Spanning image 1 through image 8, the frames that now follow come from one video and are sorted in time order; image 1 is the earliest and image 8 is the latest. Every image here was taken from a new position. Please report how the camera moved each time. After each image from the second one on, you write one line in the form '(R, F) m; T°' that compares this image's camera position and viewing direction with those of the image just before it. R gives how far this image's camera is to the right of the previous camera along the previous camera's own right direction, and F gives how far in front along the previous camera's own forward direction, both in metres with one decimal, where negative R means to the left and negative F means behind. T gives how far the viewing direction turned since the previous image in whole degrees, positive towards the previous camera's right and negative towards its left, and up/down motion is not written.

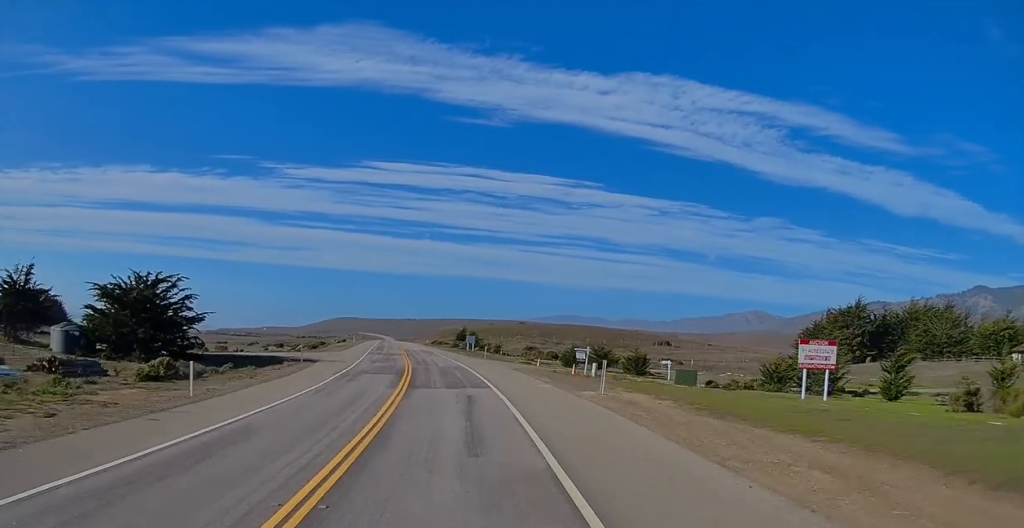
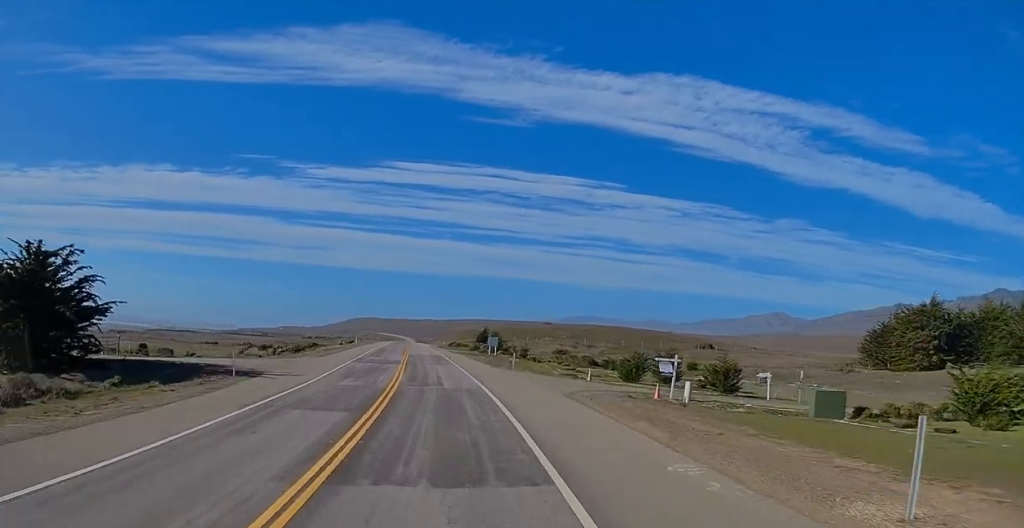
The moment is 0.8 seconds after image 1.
(-0.1, +17.7) m; 0°
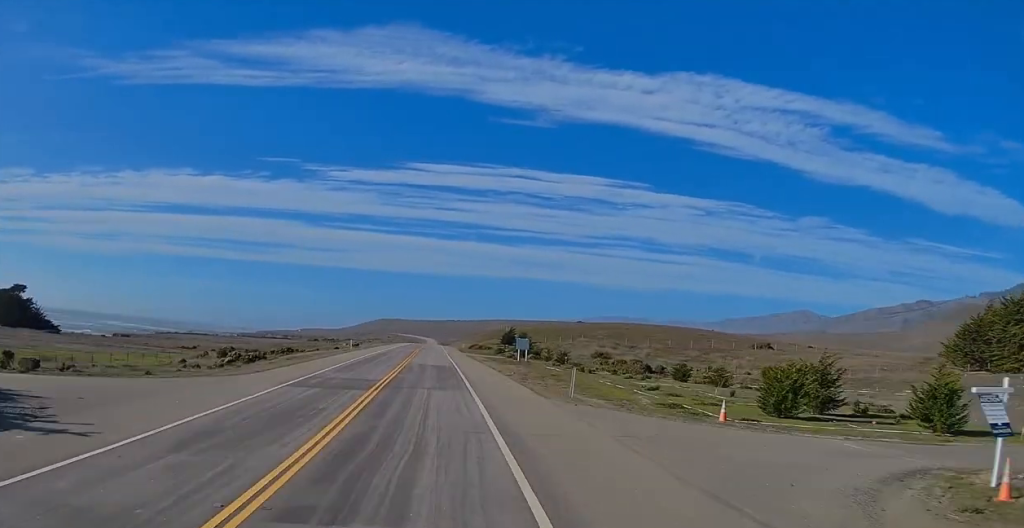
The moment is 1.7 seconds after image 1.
(0.0, +19.6) m; 0°
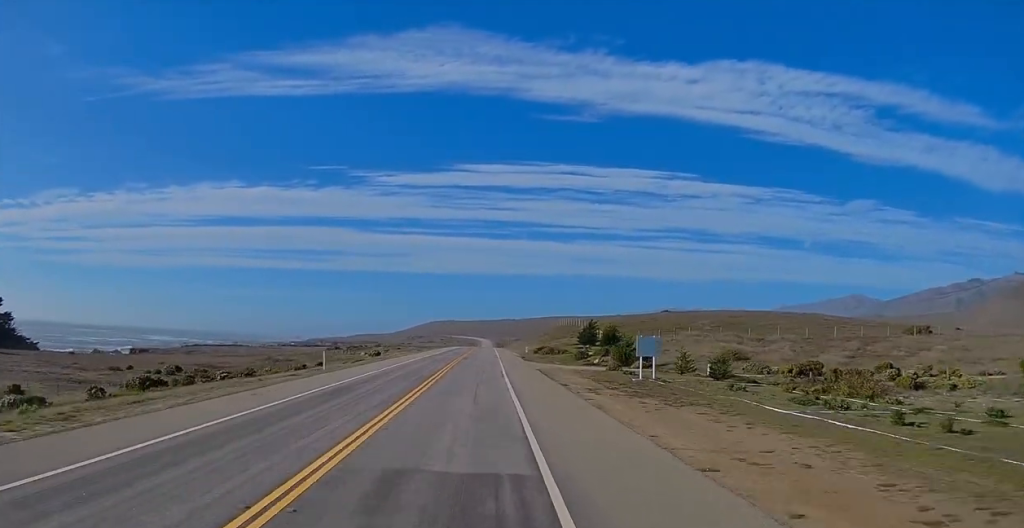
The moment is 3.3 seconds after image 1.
(-0.1, +37.3) m; -4°
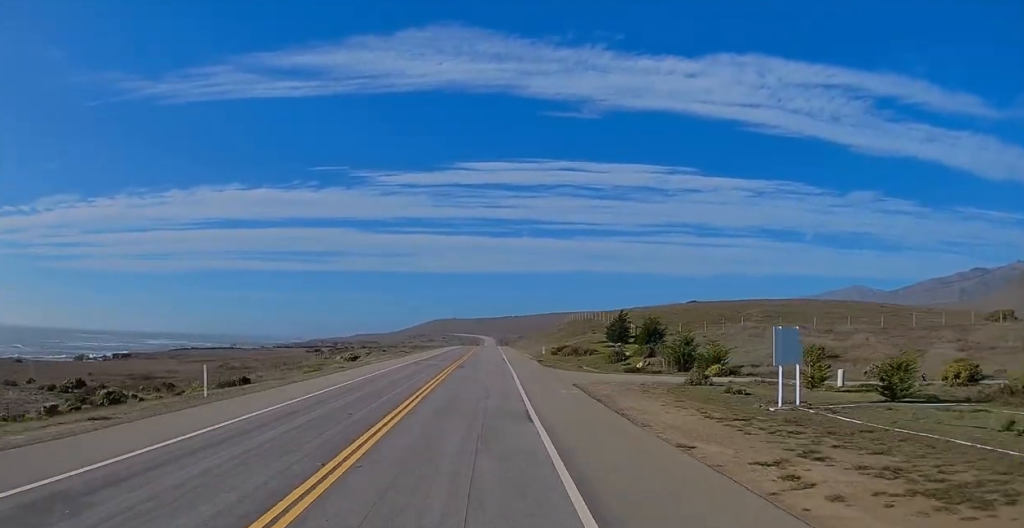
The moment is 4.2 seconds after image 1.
(-1.2, +19.1) m; -2°
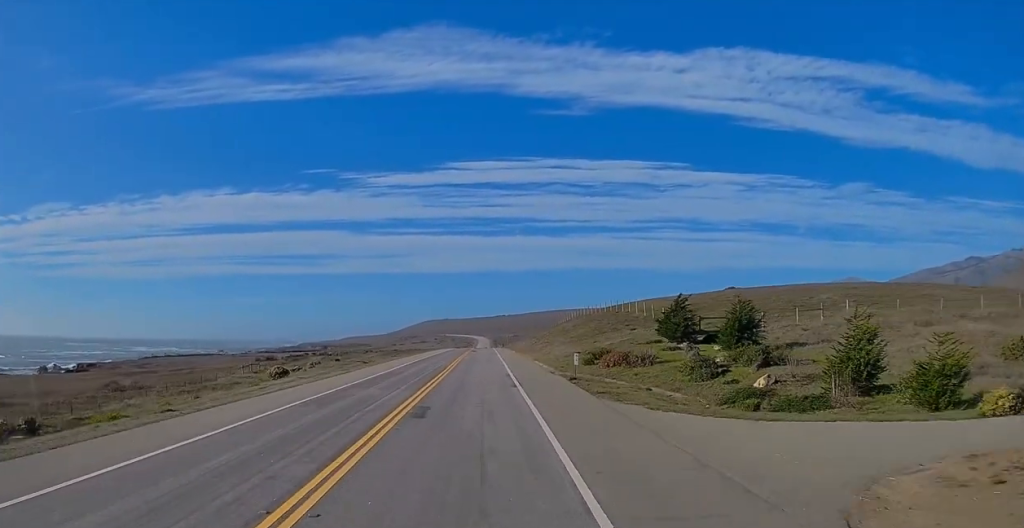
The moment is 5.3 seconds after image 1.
(-0.2, +24.9) m; 0°
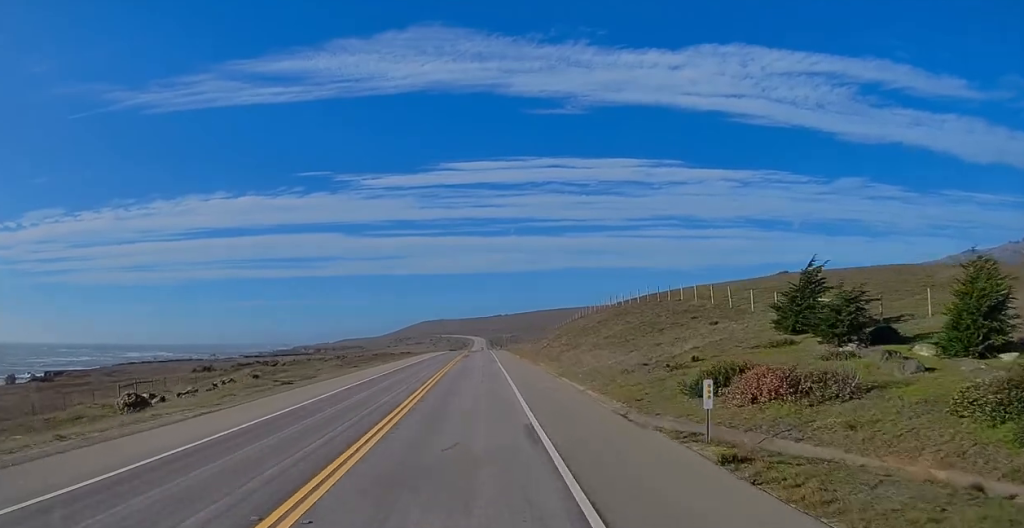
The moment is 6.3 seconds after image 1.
(+0.1, +23.1) m; 0°
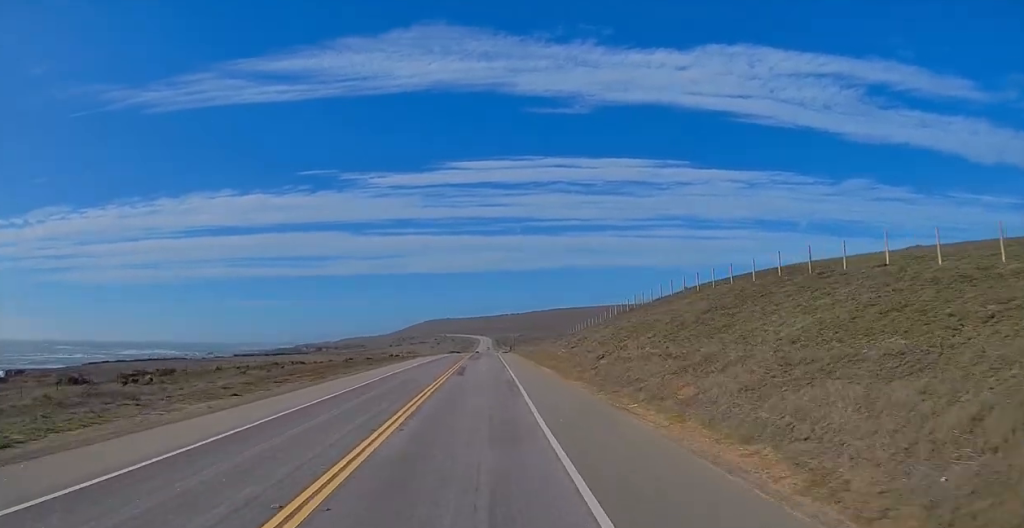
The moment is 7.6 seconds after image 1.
(+0.1, +29.7) m; 0°
